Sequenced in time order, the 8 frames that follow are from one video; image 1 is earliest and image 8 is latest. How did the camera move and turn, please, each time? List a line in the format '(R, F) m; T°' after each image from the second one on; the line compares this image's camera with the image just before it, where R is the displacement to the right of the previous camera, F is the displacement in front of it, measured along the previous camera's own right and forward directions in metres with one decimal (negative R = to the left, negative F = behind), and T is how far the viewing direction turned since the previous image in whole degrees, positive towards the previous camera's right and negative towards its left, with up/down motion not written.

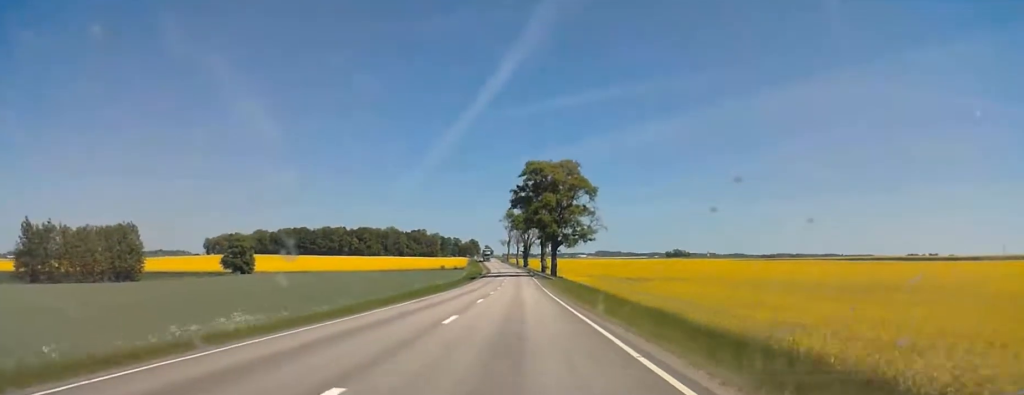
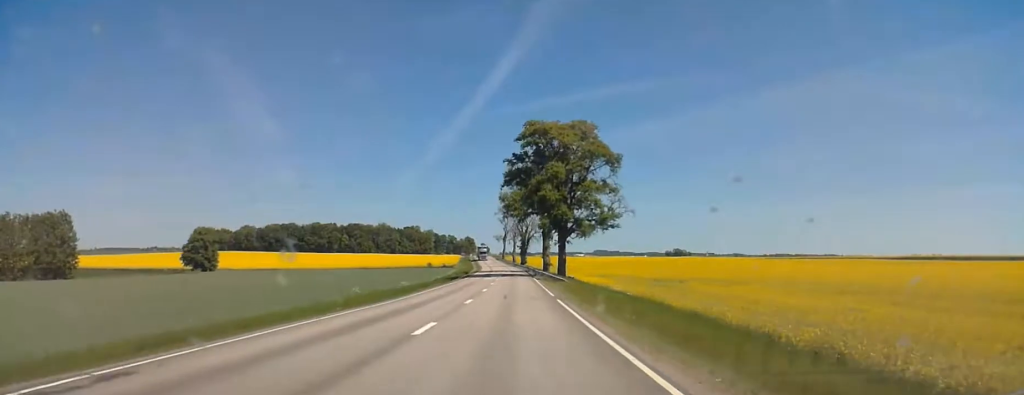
(+0.1, +27.3) m; 0°
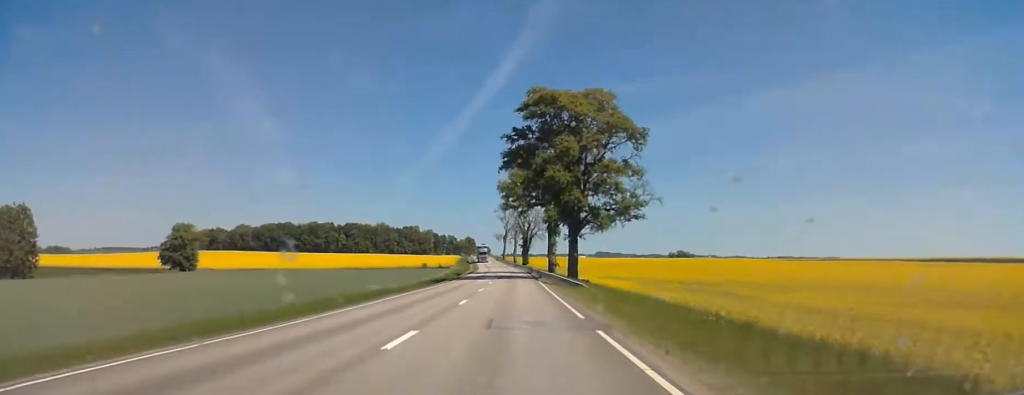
(-0.1, +14.6) m; 0°
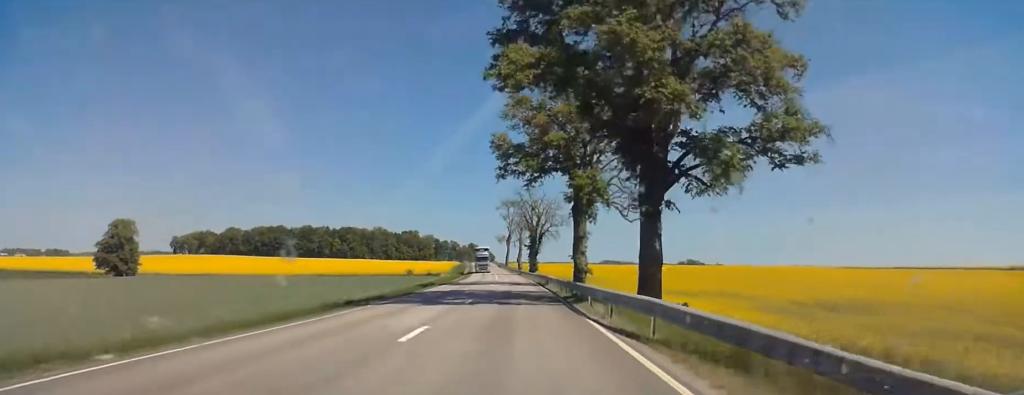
(-0.1, +35.4) m; +1°
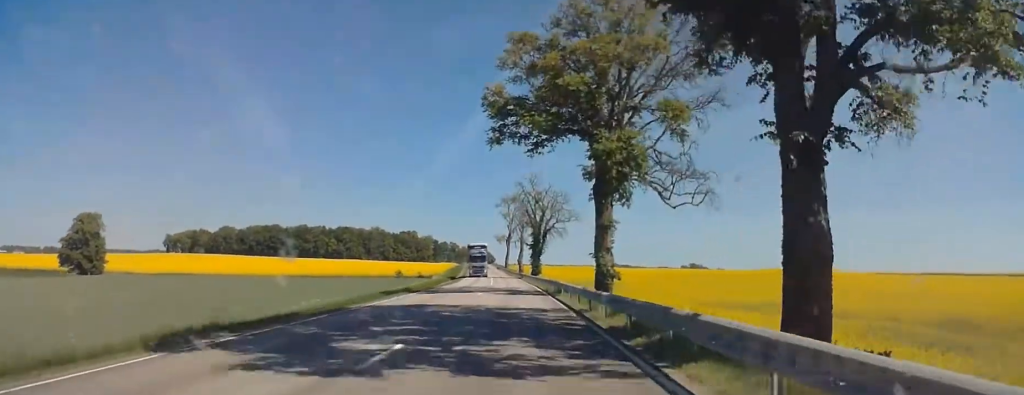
(+0.1, +15.1) m; 0°
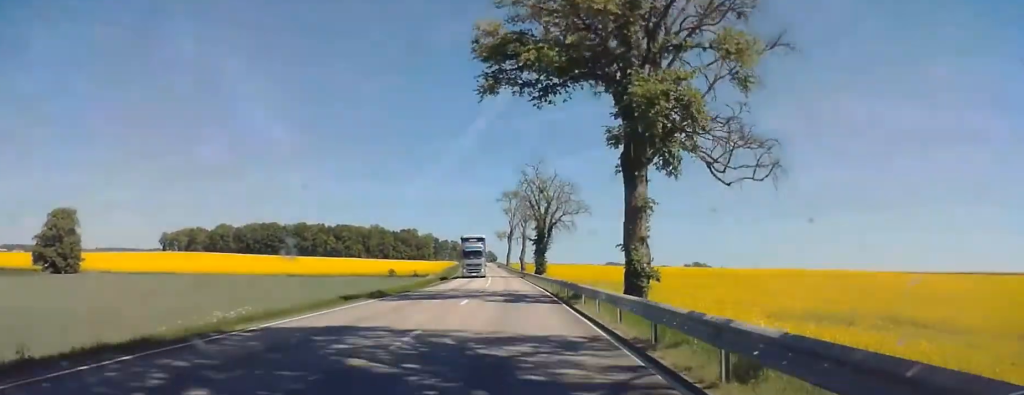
(0.0, +10.3) m; 0°
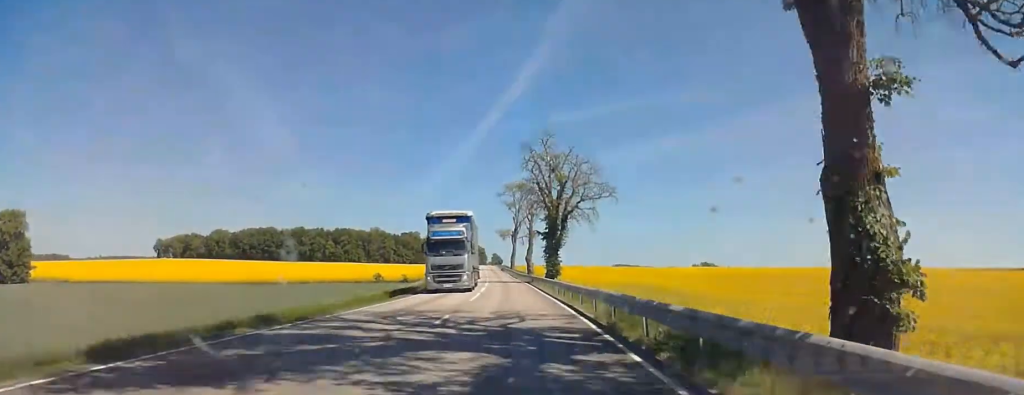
(0.0, +18.9) m; 0°
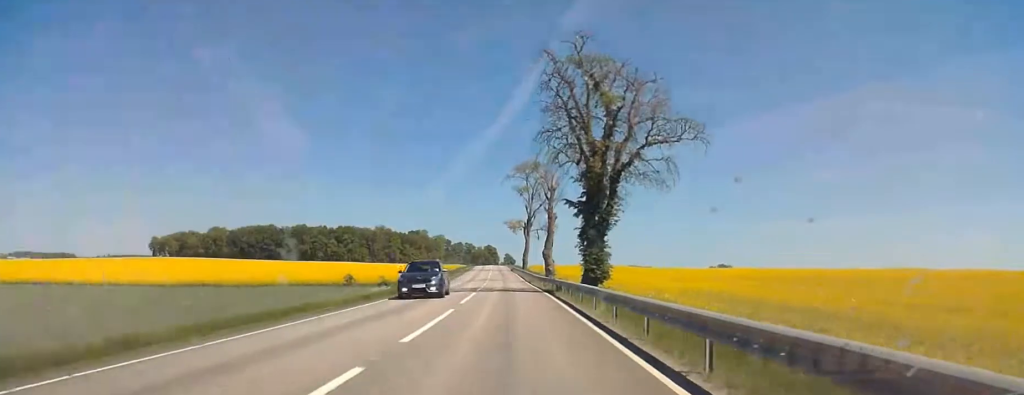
(0.0, +28.3) m; -1°
